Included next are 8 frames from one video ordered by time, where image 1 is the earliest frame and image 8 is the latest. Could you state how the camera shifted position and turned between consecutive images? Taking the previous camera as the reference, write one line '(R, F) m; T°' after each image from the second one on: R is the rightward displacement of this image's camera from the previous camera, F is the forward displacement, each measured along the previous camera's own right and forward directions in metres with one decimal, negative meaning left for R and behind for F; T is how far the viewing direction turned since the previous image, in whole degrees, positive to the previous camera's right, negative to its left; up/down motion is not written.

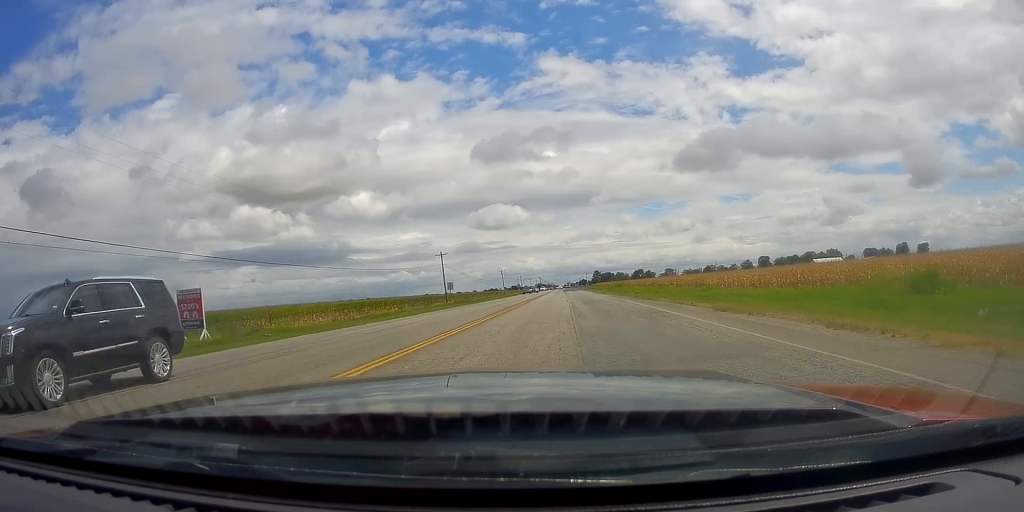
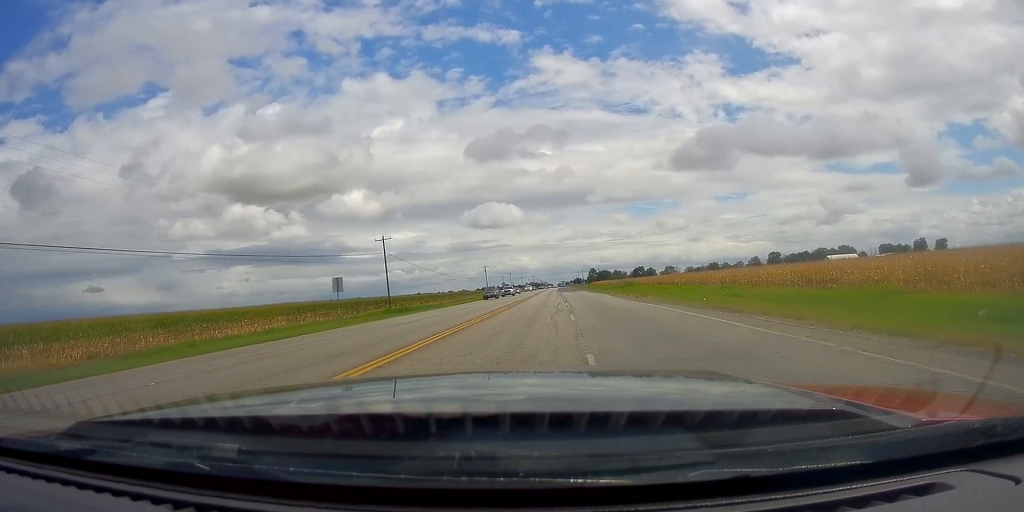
(0.0, +36.0) m; 0°
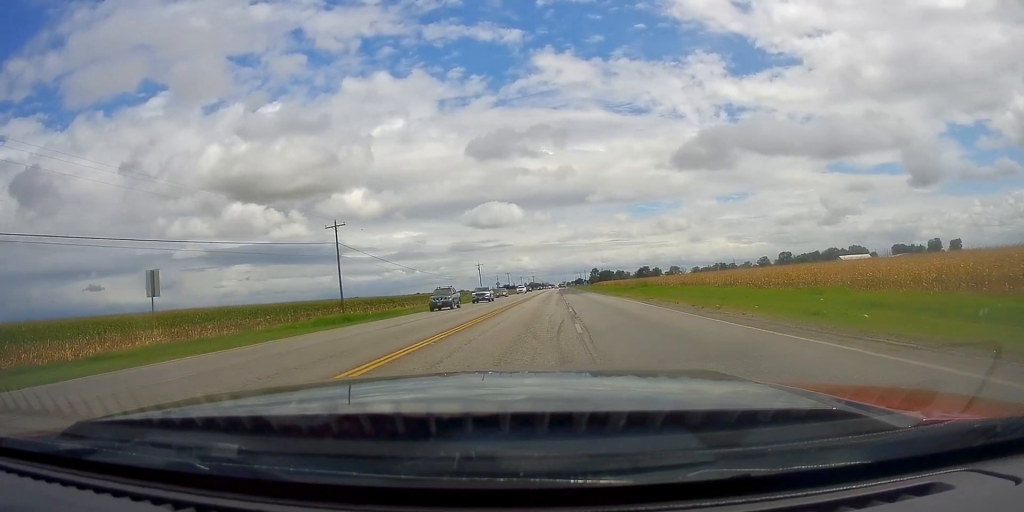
(0.0, +18.7) m; 0°
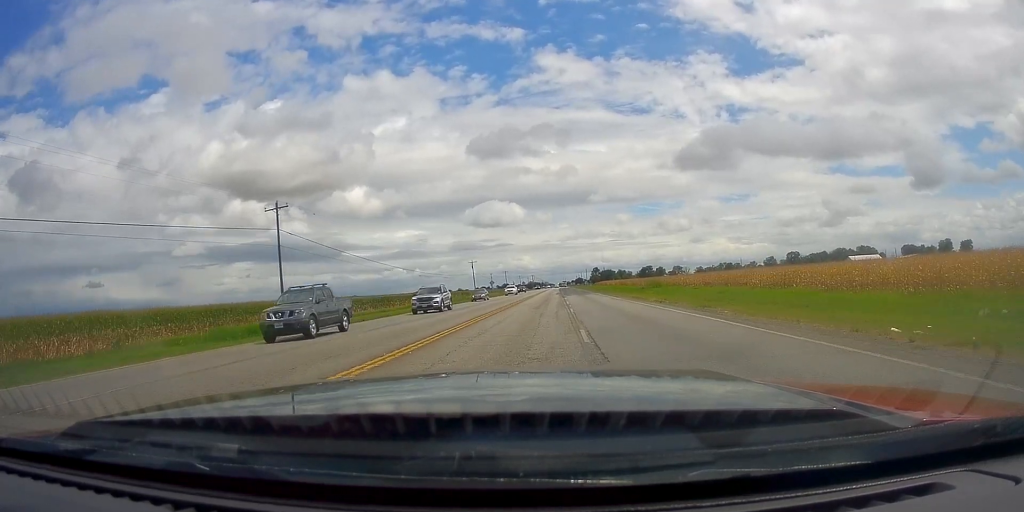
(0.0, +14.4) m; 0°
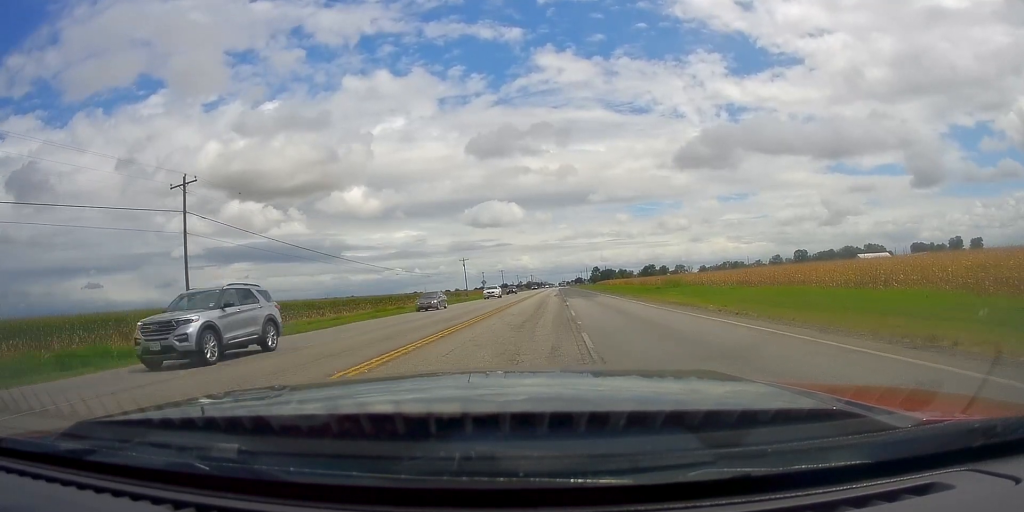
(0.0, +14.1) m; 0°
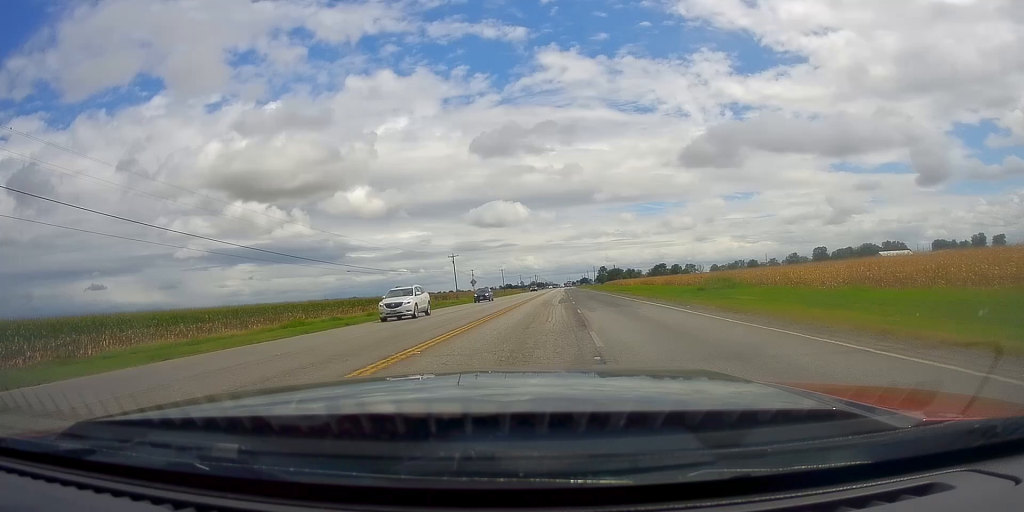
(0.0, +22.8) m; +1°
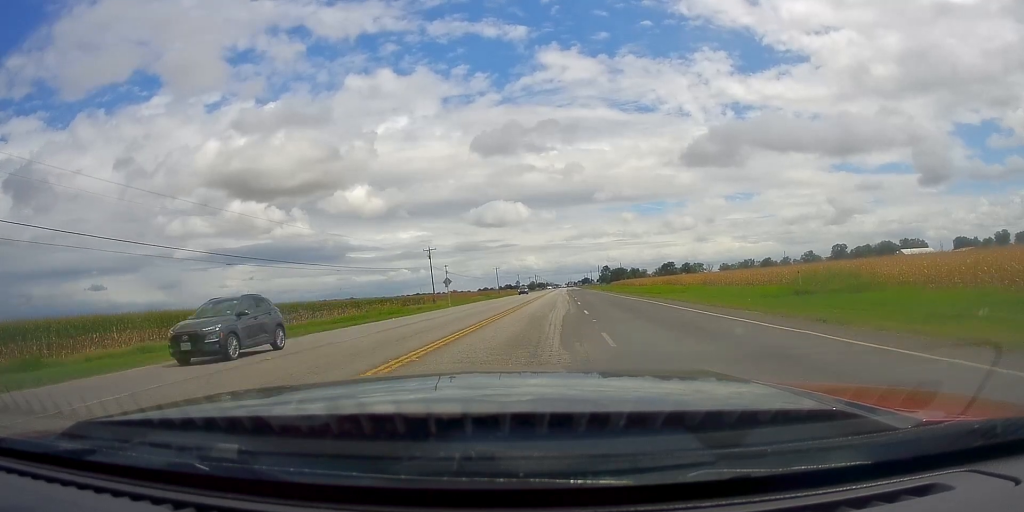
(+0.3, +25.7) m; +1°
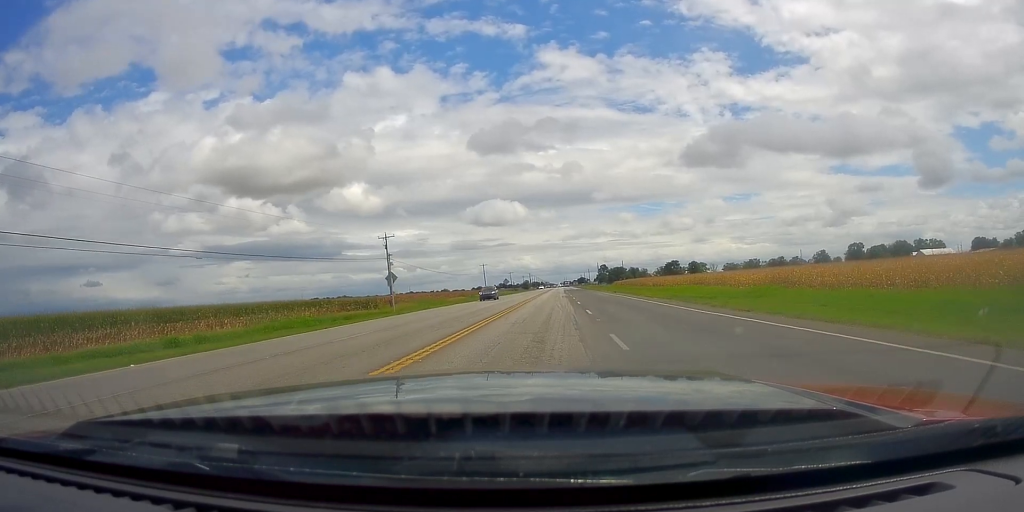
(-0.1, +25.5) m; -1°
